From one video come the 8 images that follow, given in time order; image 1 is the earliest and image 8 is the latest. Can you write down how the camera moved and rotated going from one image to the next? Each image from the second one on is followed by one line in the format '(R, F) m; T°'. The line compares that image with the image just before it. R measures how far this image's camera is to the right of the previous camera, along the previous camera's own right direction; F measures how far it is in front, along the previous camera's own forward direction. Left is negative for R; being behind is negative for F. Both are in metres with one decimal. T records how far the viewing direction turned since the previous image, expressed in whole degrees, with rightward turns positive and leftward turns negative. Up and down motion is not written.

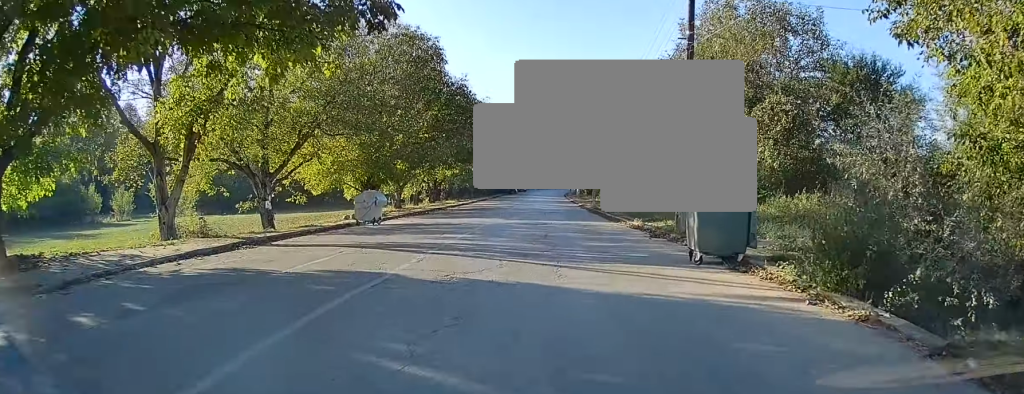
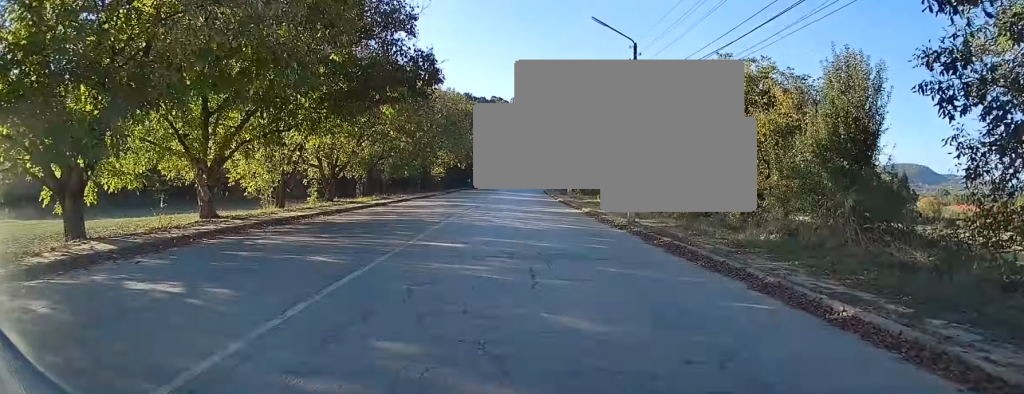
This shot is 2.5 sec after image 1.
(+0.2, +30.2) m; +1°
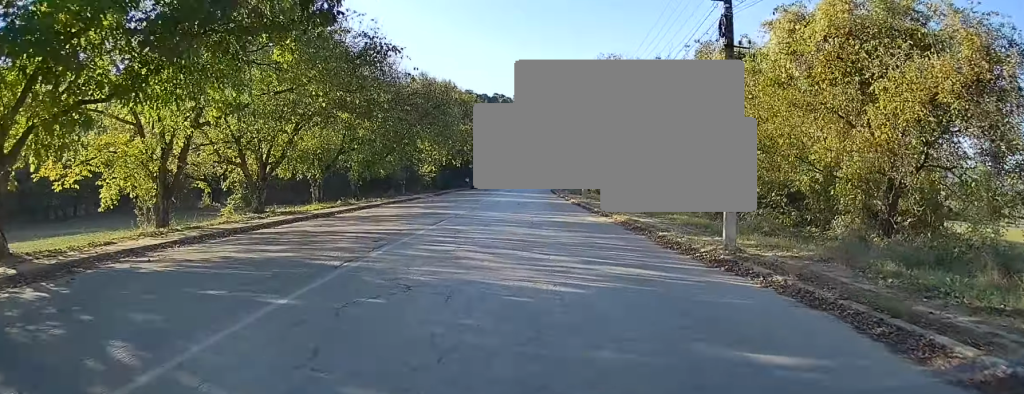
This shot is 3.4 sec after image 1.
(+0.1, +12.3) m; 0°
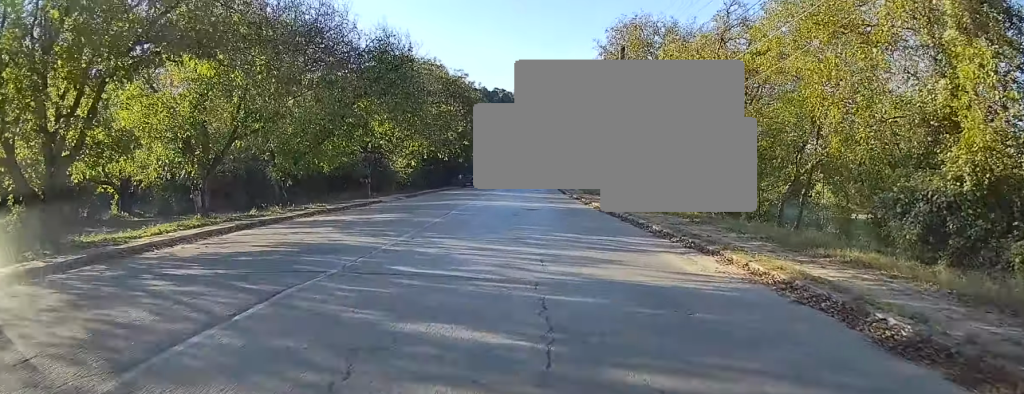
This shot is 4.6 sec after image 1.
(0.0, +15.5) m; +1°
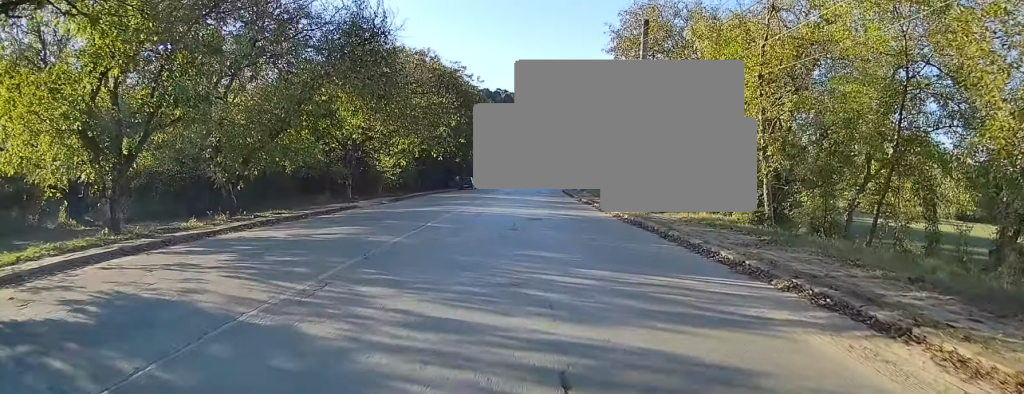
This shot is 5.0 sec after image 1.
(0.0, +6.5) m; 0°
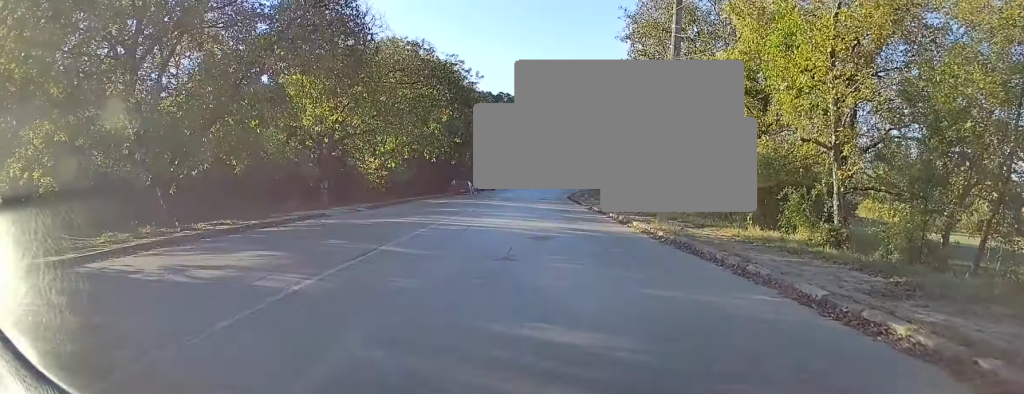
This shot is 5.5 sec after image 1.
(+0.2, +6.0) m; 0°
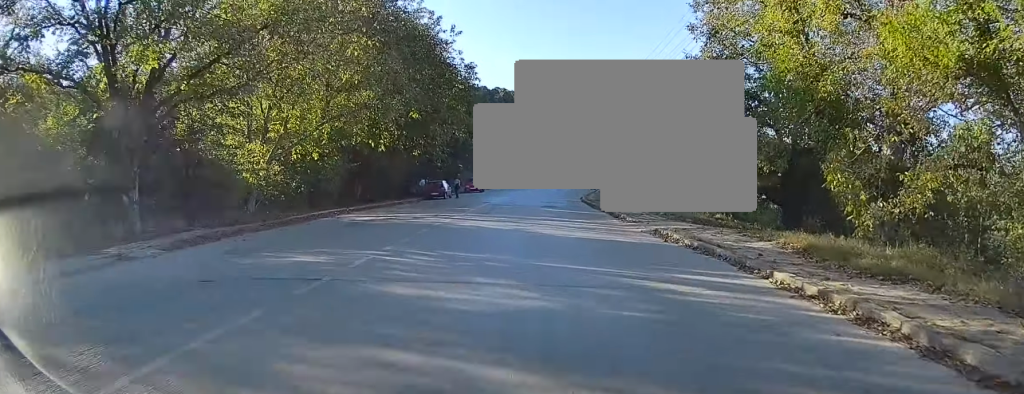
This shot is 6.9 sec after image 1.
(-0.4, +20.4) m; -1°
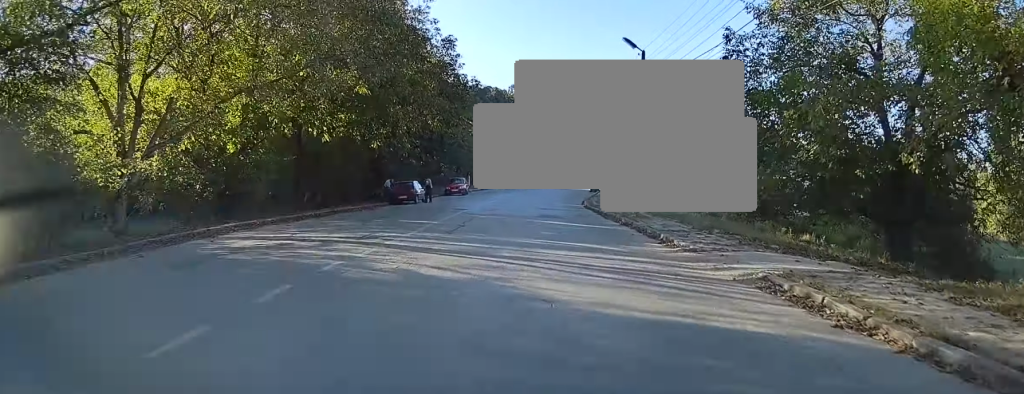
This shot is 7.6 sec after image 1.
(+0.2, +9.7) m; +1°
